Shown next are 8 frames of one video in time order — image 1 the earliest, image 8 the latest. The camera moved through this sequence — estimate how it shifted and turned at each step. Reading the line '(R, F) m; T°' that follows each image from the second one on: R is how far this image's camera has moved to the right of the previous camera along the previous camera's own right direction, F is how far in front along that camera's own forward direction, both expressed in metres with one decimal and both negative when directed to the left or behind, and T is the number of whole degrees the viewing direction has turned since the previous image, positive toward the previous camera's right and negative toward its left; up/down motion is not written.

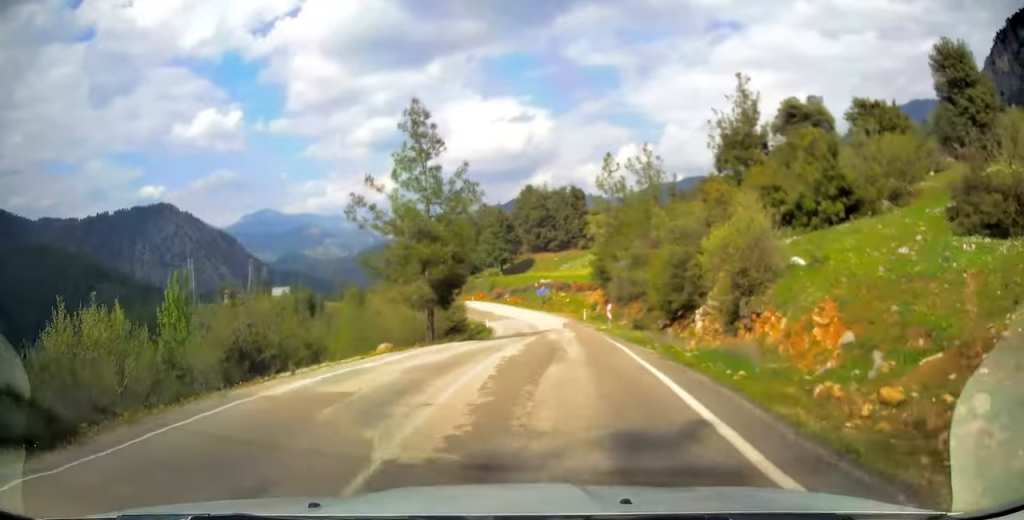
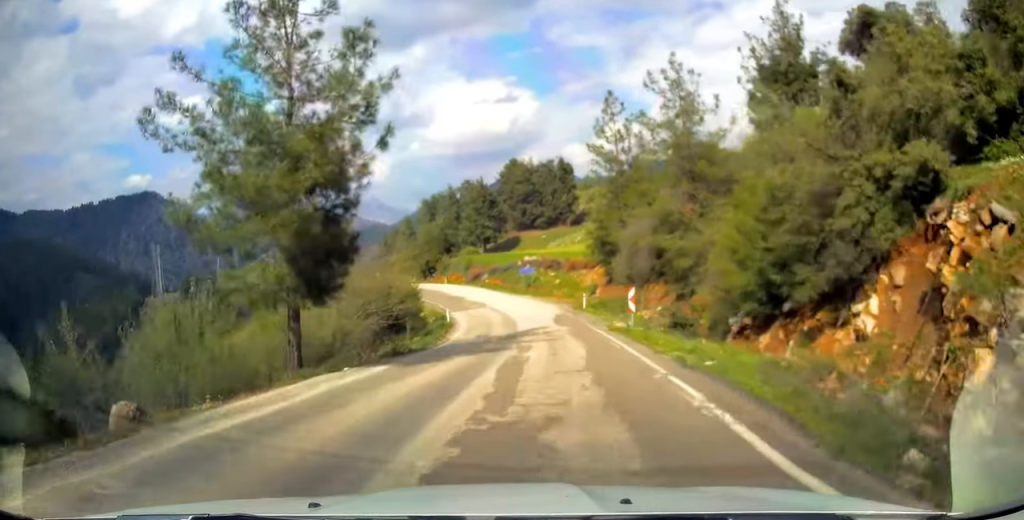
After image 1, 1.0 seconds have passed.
(+0.2, +15.3) m; +1°
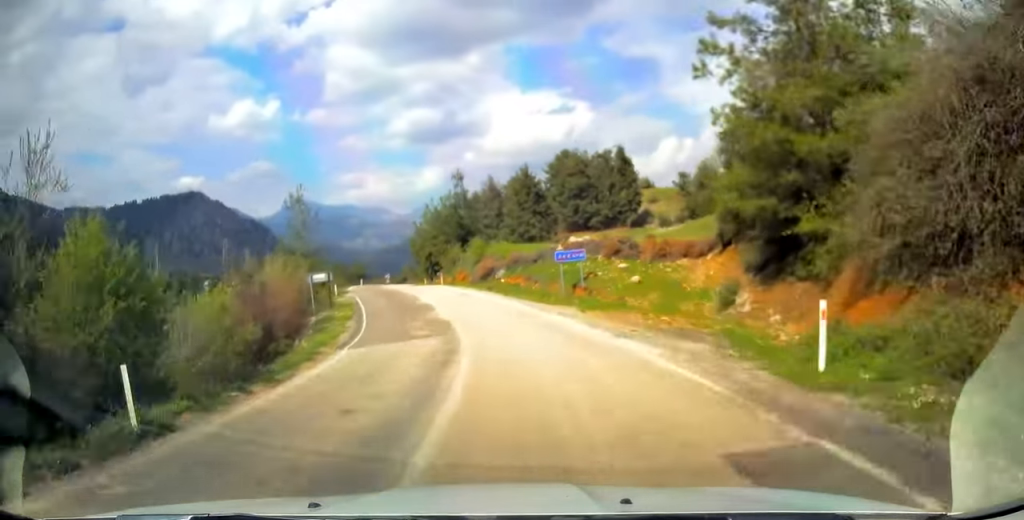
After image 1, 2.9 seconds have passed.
(-0.6, +30.8) m; -6°
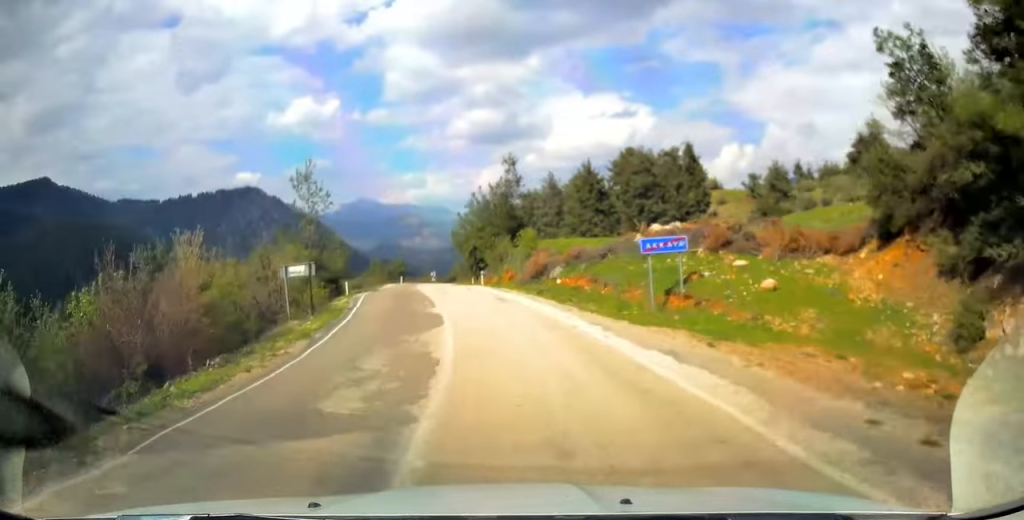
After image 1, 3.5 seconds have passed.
(-0.3, +10.5) m; -5°
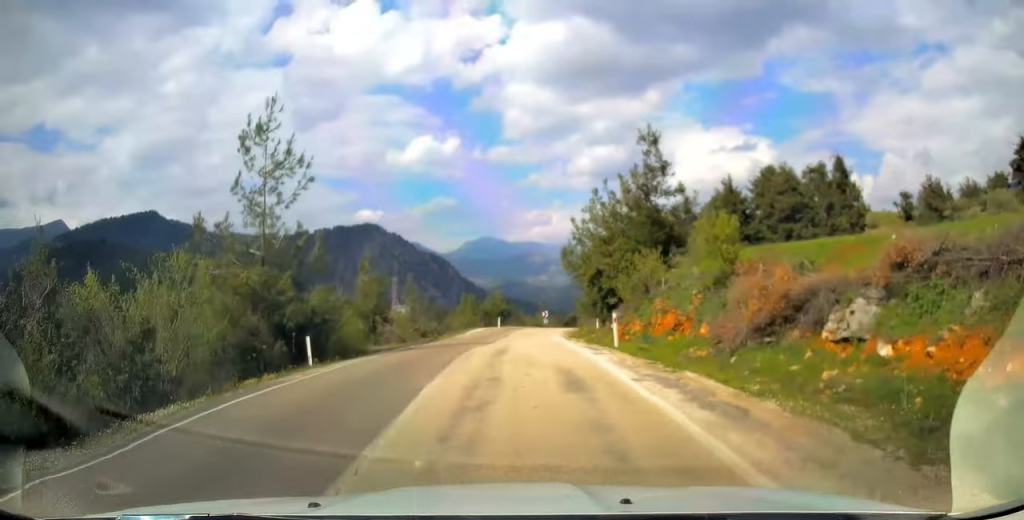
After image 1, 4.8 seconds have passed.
(-2.0, +22.2) m; -10°
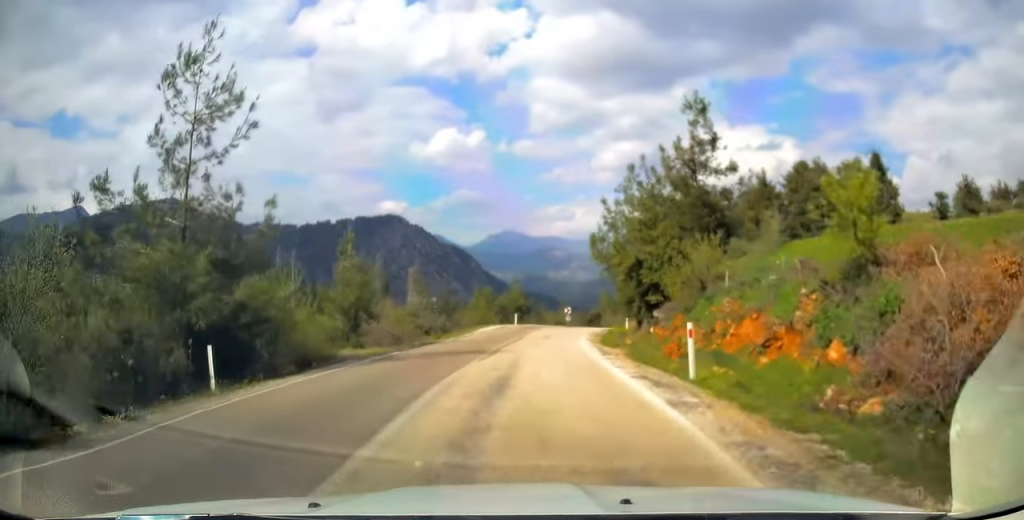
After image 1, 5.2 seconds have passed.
(-0.3, +6.5) m; -2°
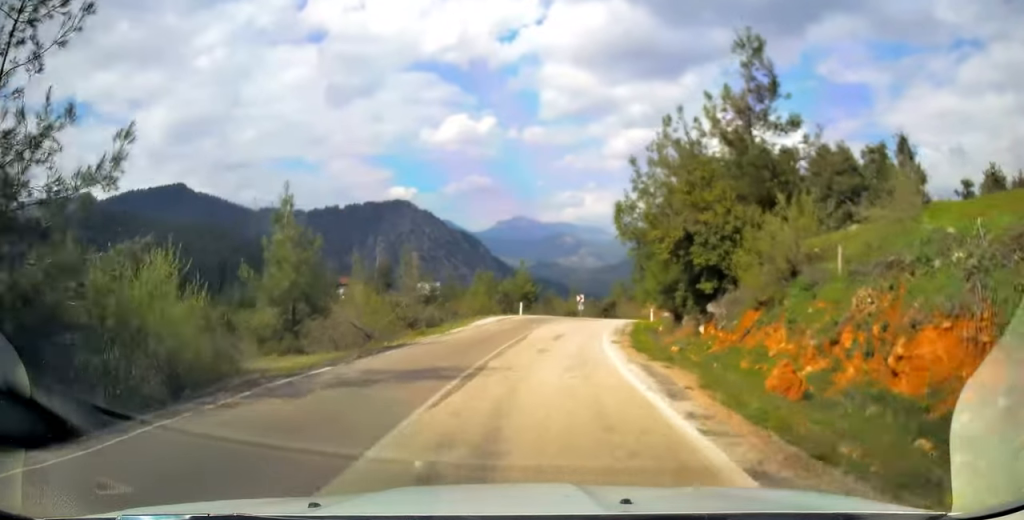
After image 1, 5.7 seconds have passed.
(-0.2, +7.6) m; -2°
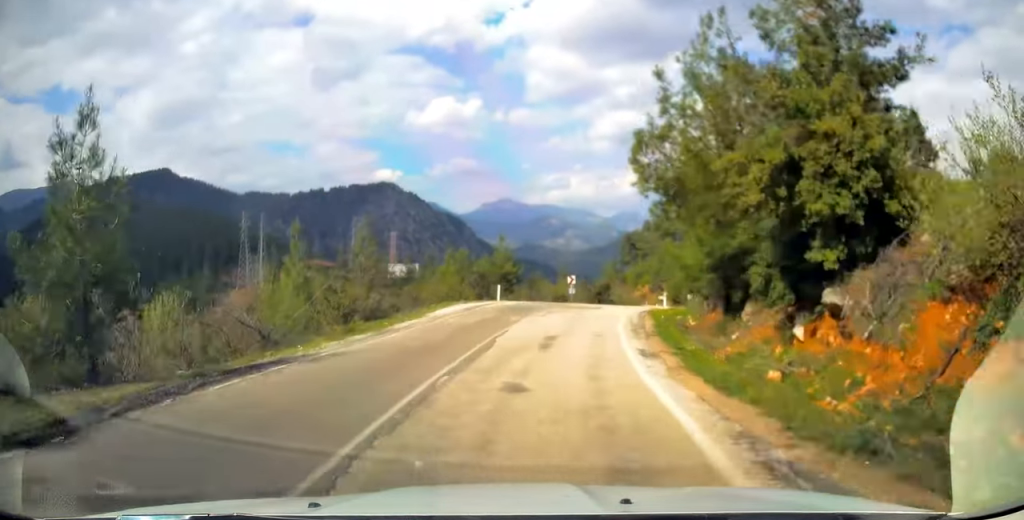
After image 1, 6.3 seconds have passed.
(-0.1, +9.1) m; +1°
